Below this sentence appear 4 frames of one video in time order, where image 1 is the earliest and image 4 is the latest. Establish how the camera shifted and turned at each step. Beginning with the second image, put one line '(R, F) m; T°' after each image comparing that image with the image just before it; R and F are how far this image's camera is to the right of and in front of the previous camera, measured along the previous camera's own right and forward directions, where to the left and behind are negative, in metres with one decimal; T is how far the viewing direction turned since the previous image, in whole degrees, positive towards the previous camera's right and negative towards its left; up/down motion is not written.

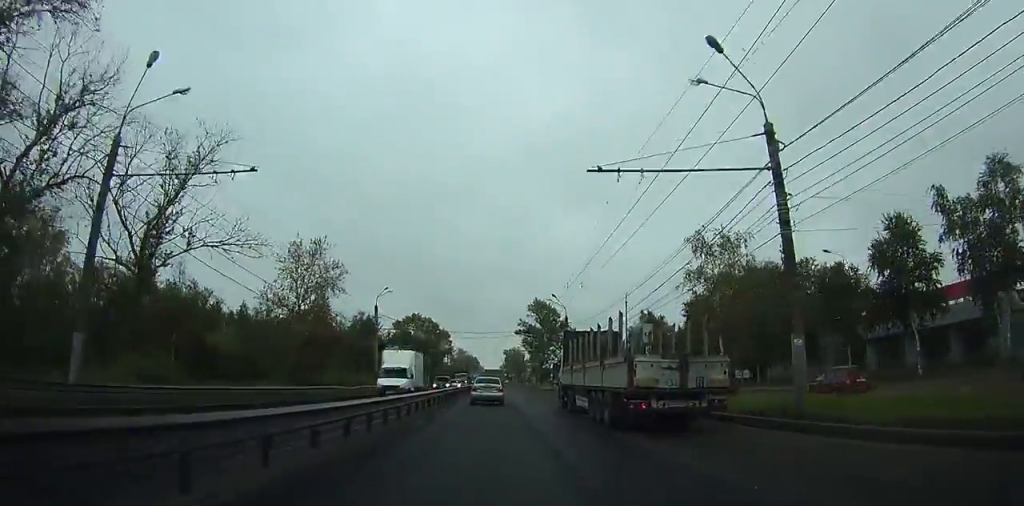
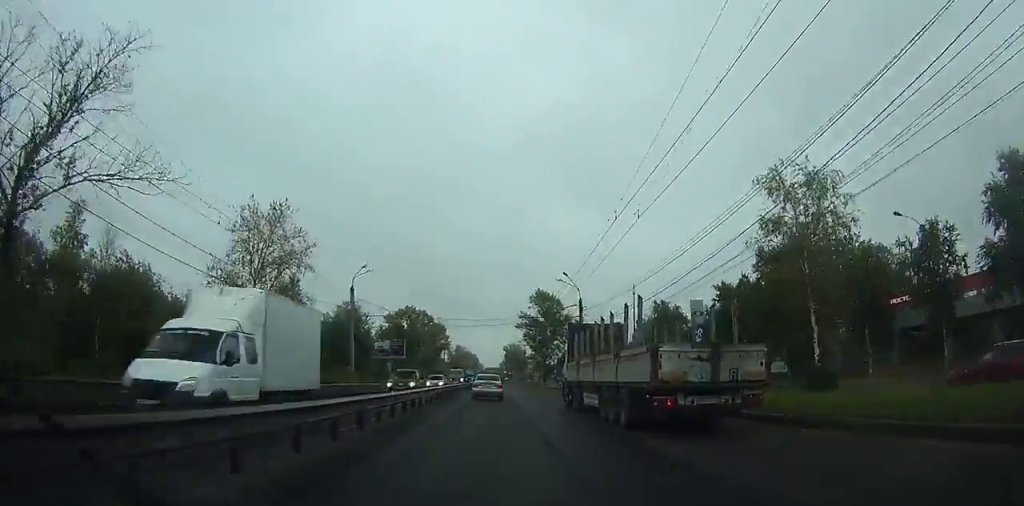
(0.0, +11.7) m; 0°
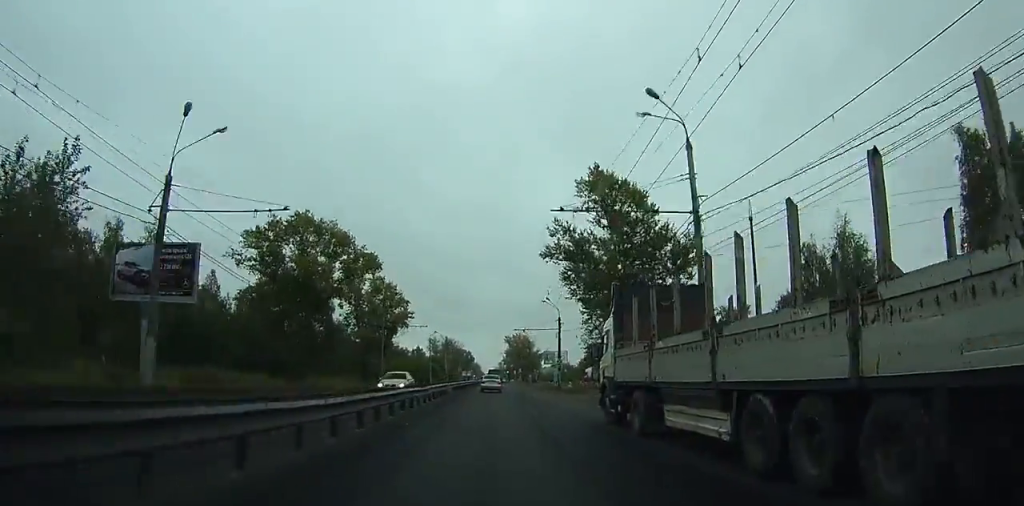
(+0.3, +78.3) m; 0°
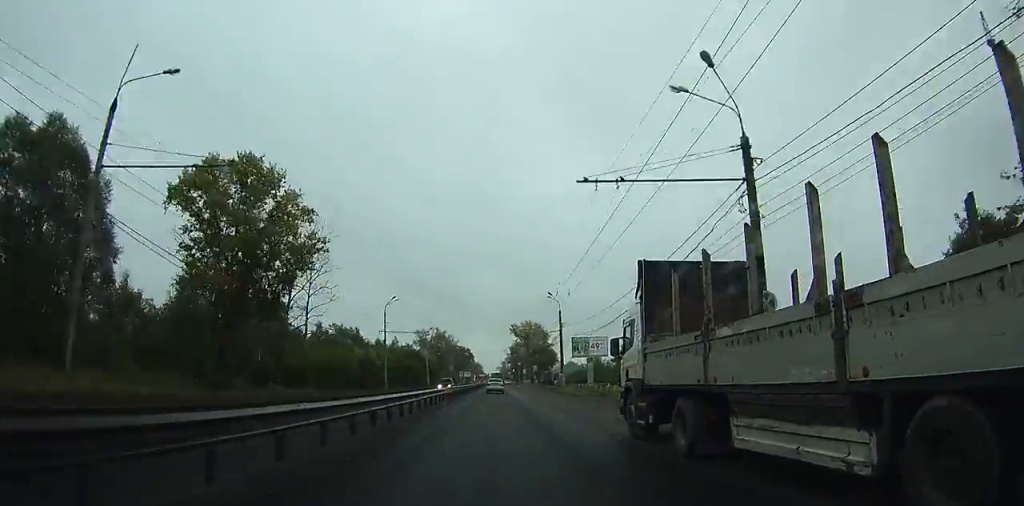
(-0.2, +49.6) m; 0°
